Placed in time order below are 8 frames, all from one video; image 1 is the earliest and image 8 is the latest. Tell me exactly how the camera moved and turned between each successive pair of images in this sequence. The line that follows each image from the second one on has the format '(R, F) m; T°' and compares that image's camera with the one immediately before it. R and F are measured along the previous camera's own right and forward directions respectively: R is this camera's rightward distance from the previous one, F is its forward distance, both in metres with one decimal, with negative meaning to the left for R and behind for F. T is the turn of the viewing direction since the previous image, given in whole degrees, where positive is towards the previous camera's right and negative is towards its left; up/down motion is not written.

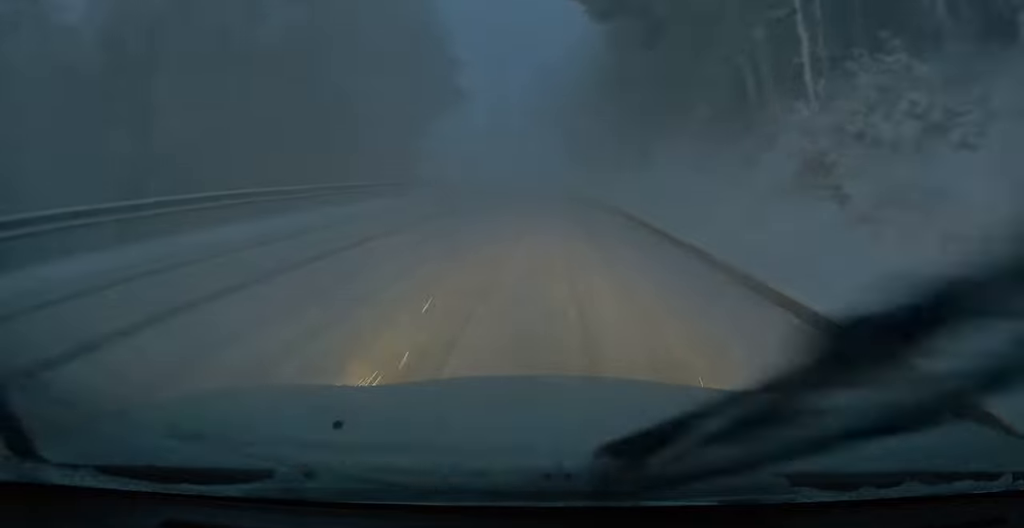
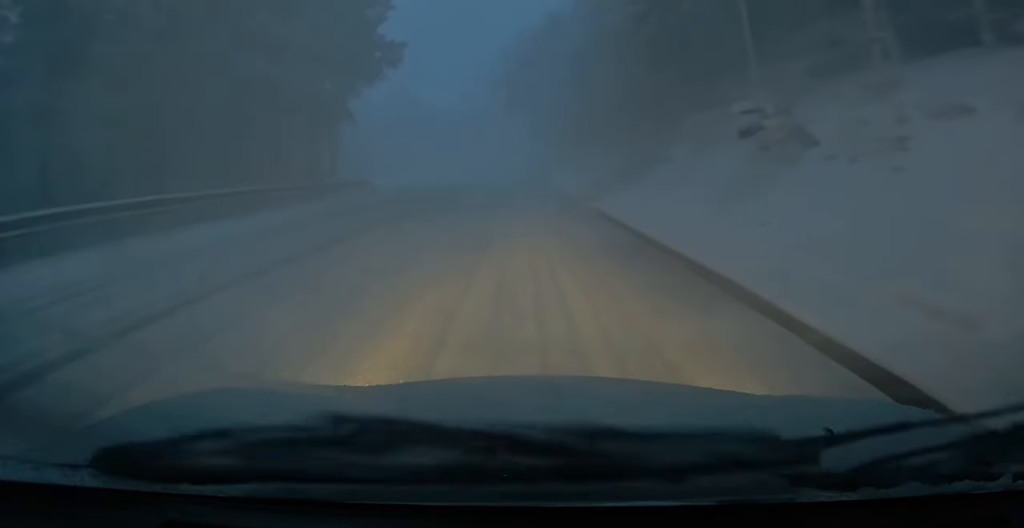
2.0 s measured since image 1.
(+0.6, +20.2) m; -1°
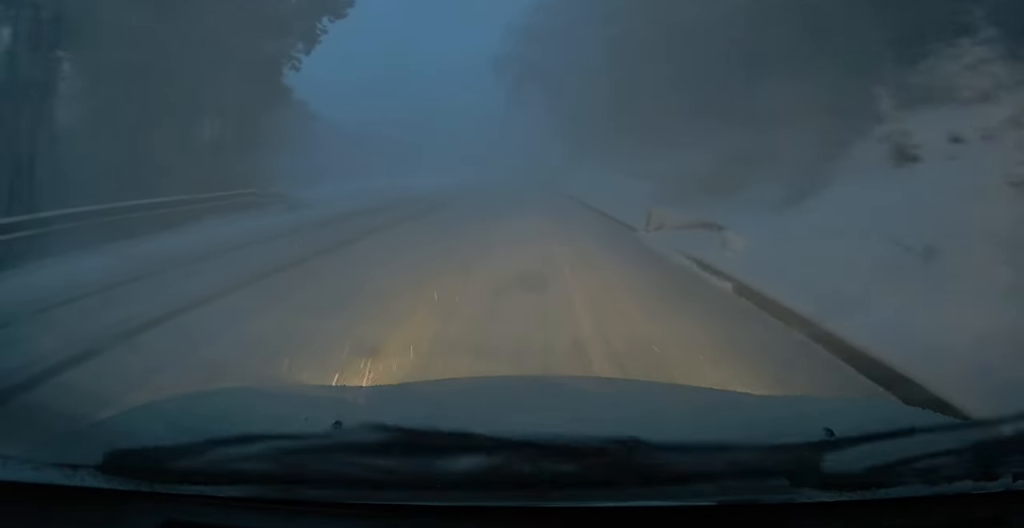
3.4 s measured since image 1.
(-0.4, +13.0) m; 0°
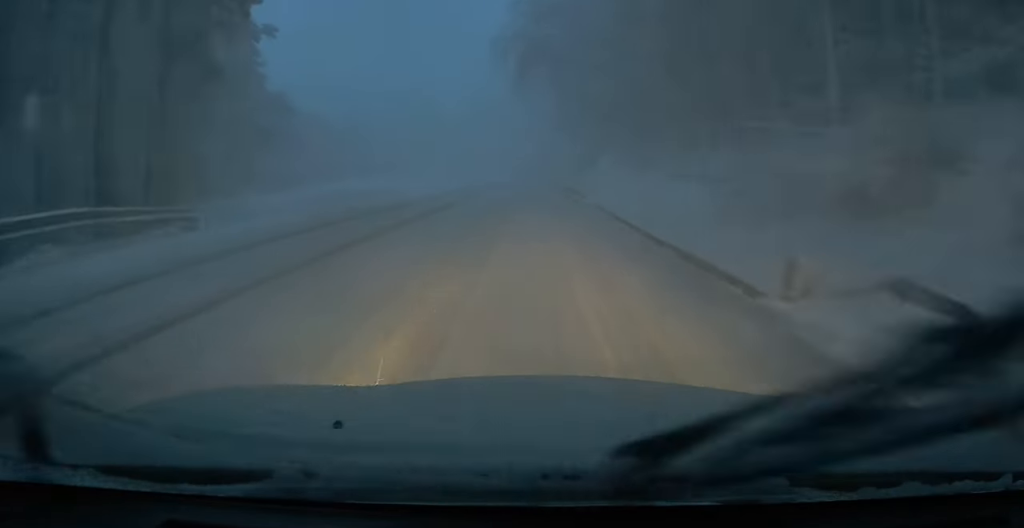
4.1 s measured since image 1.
(+0.2, +7.1) m; +1°
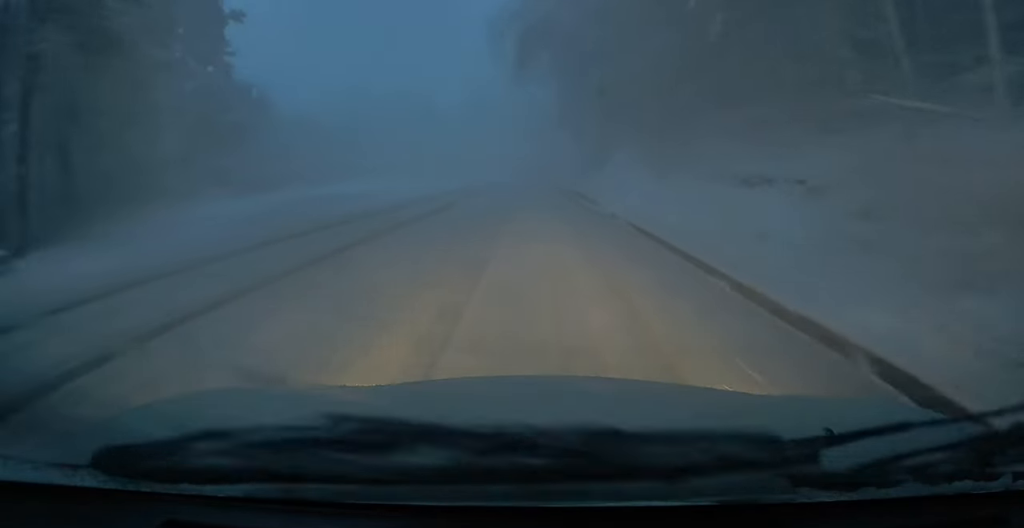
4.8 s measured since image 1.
(+0.1, +5.8) m; 0°
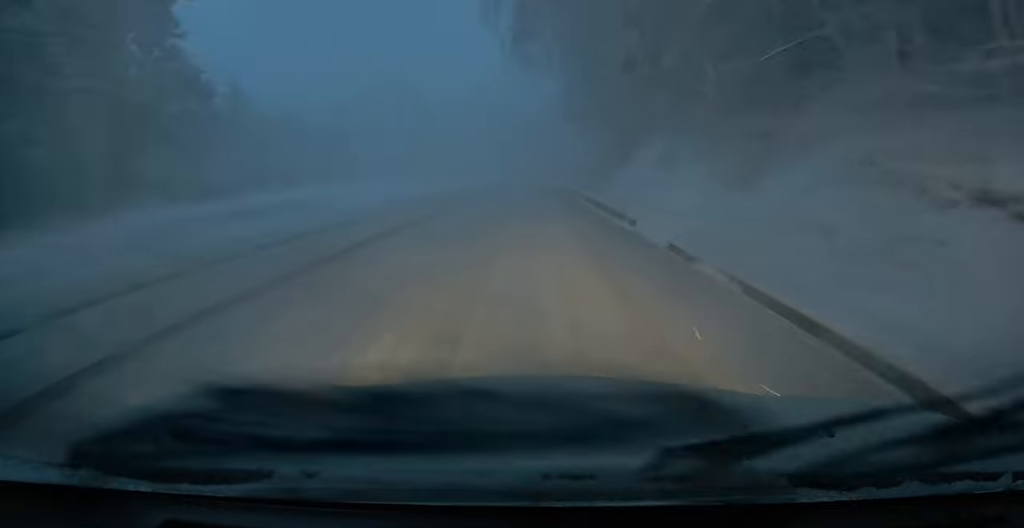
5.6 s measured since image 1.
(0.0, +7.5) m; -3°
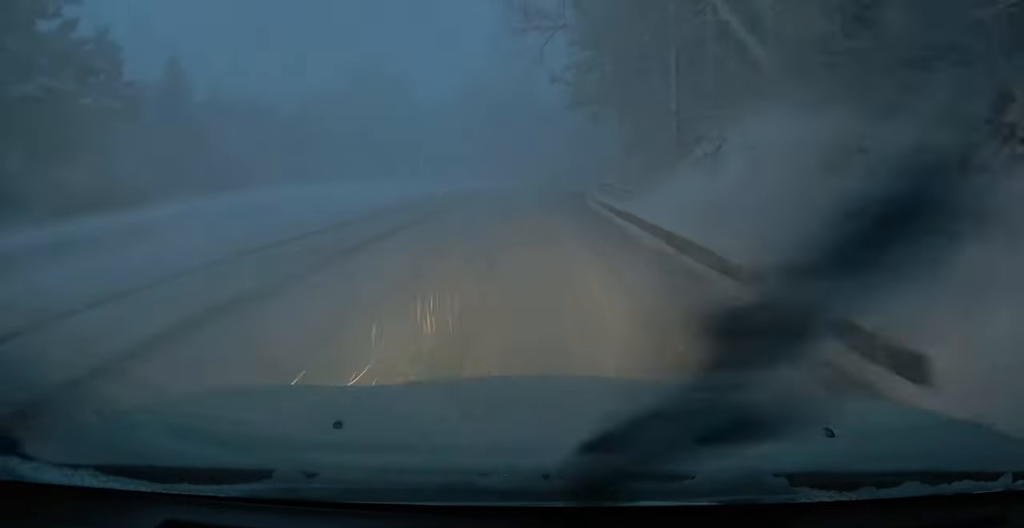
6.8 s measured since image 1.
(-0.2, +10.4) m; +2°
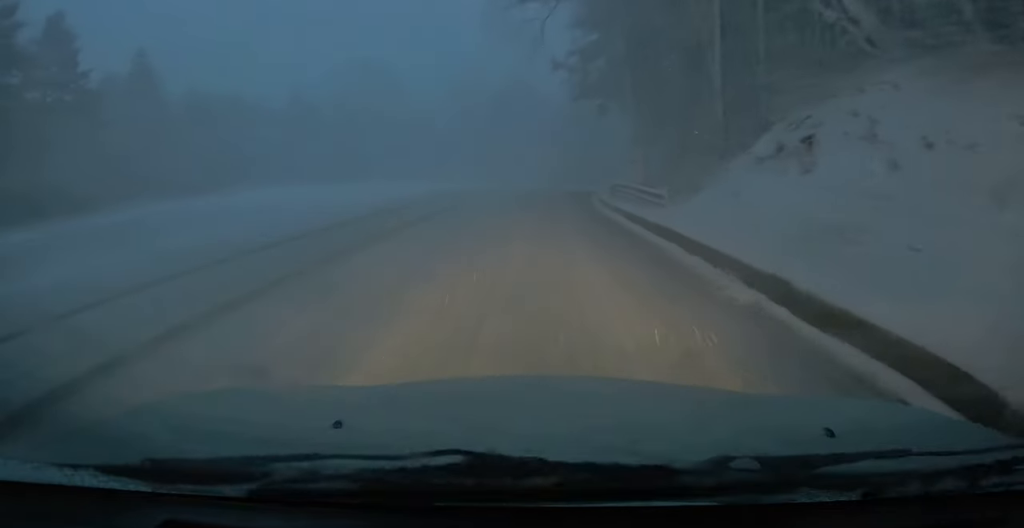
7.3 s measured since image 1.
(+0.3, +4.5) m; +1°
